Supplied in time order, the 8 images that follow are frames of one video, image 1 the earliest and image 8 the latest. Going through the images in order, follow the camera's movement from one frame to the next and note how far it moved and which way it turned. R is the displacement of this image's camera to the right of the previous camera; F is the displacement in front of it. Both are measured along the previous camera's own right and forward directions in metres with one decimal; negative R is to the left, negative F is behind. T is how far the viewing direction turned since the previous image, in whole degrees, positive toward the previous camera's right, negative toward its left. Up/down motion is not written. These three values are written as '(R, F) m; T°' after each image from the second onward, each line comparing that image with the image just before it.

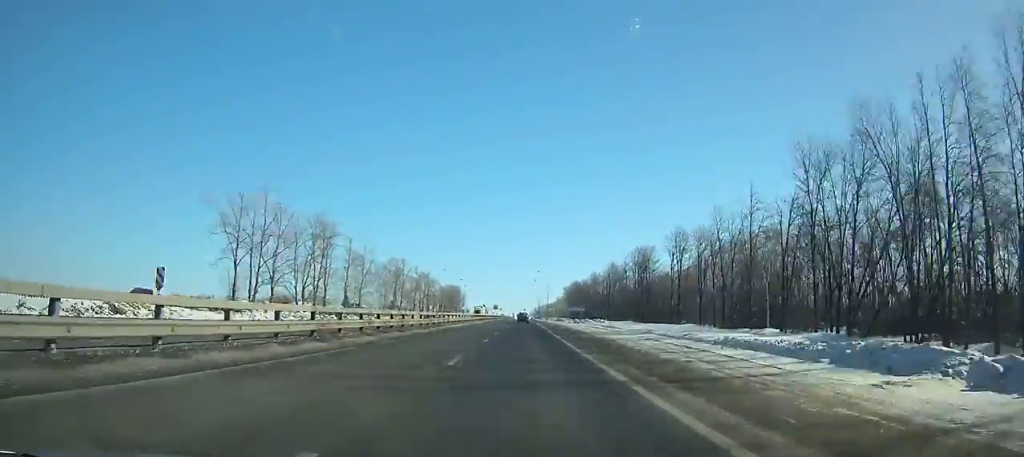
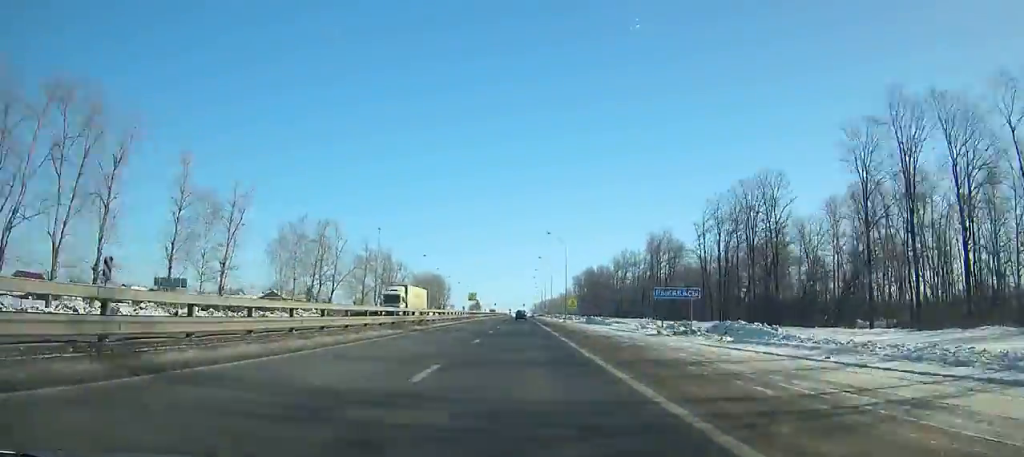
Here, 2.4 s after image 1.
(-0.1, +64.2) m; 0°
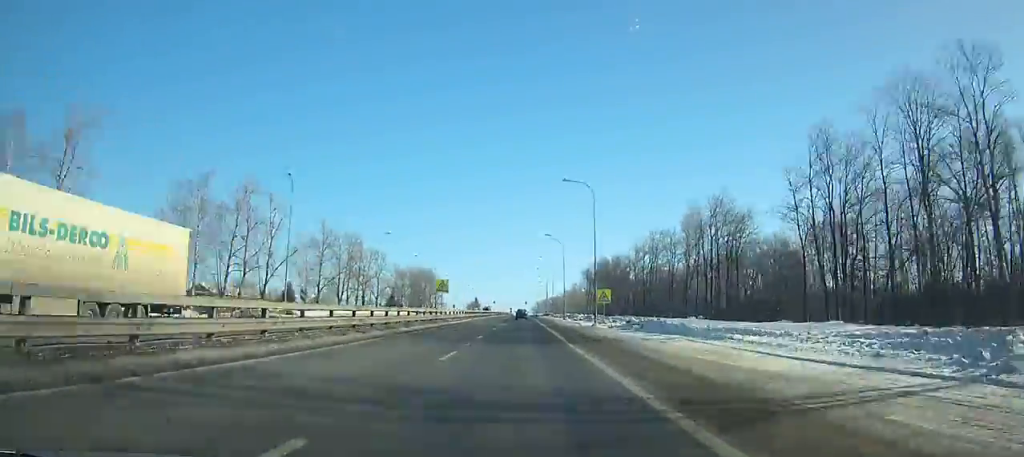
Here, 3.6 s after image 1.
(+0.1, +31.7) m; 0°
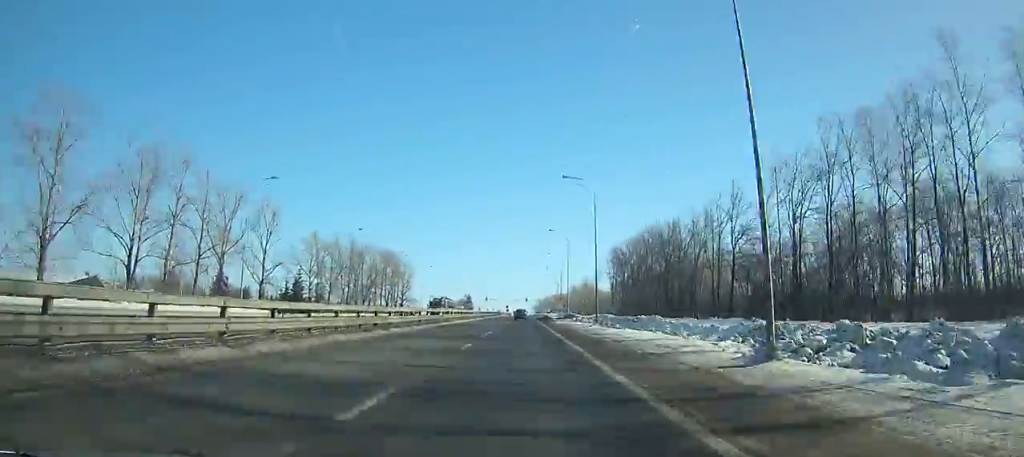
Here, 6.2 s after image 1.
(0.0, +68.5) m; 0°
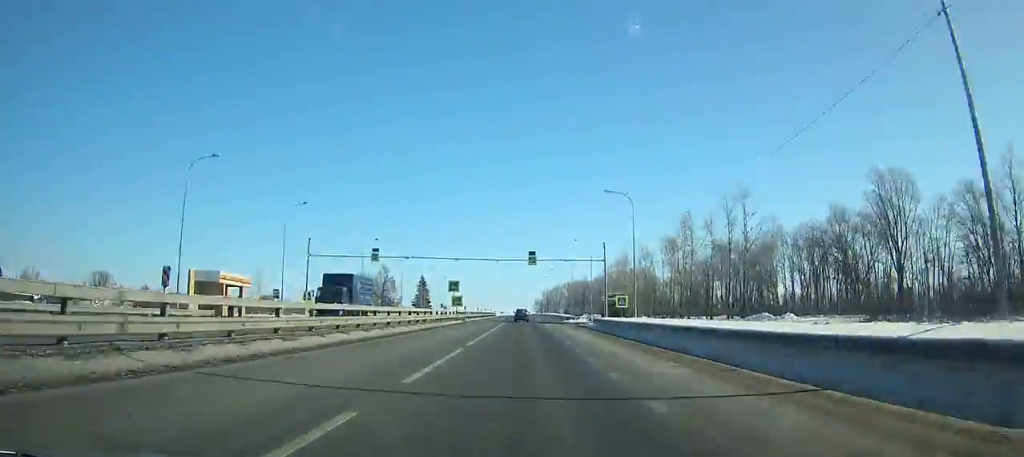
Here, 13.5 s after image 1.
(-0.9, +189.3) m; 0°
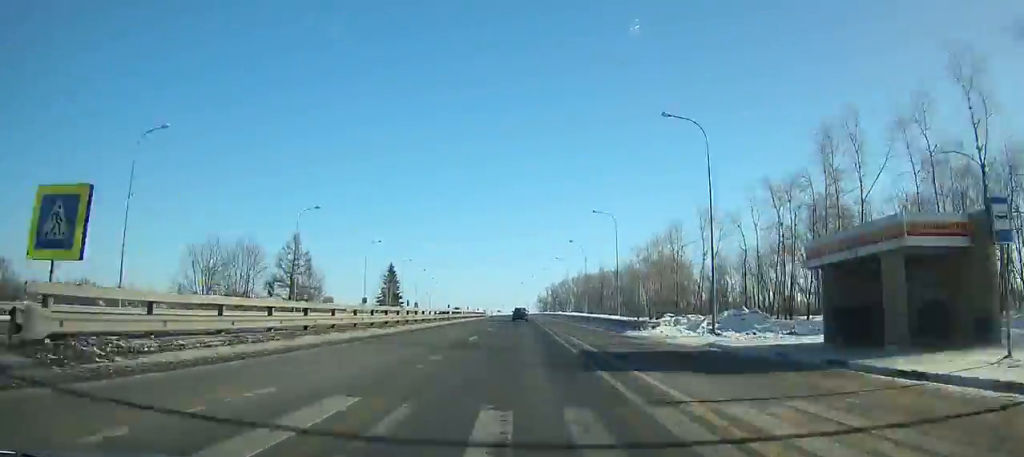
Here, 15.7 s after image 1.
(+0.1, +56.5) m; 0°
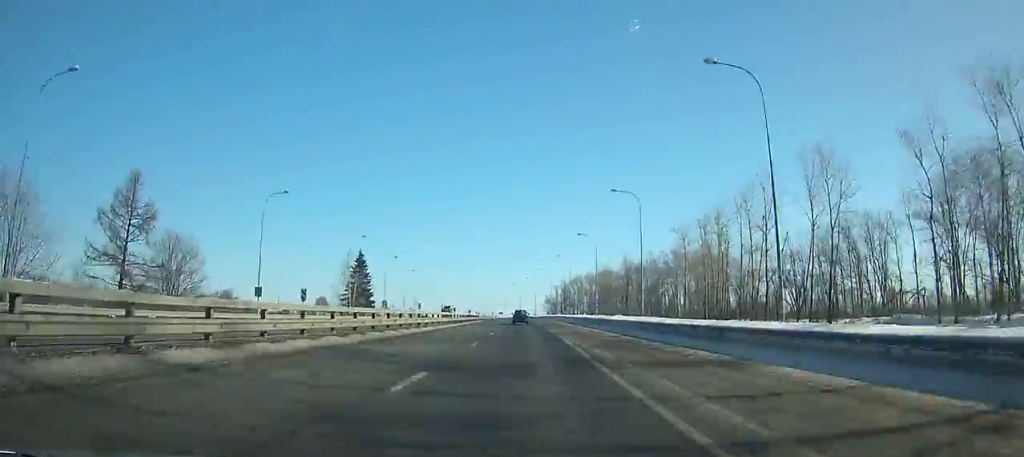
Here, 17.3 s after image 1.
(+0.2, +41.0) m; 0°
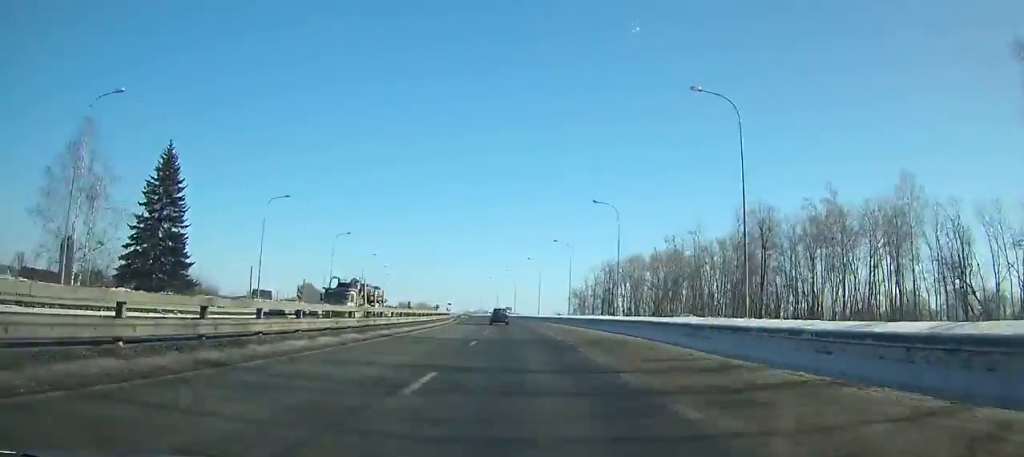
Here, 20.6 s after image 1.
(-1.0, +84.0) m; -2°
